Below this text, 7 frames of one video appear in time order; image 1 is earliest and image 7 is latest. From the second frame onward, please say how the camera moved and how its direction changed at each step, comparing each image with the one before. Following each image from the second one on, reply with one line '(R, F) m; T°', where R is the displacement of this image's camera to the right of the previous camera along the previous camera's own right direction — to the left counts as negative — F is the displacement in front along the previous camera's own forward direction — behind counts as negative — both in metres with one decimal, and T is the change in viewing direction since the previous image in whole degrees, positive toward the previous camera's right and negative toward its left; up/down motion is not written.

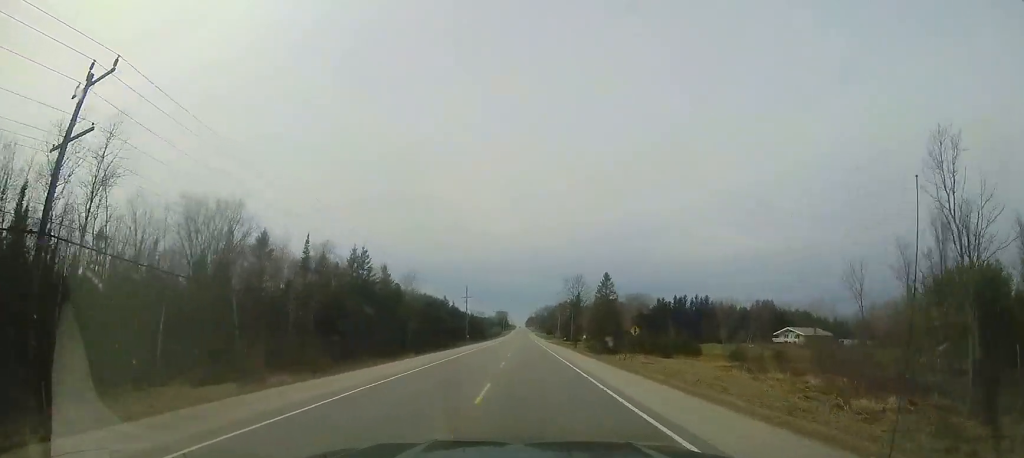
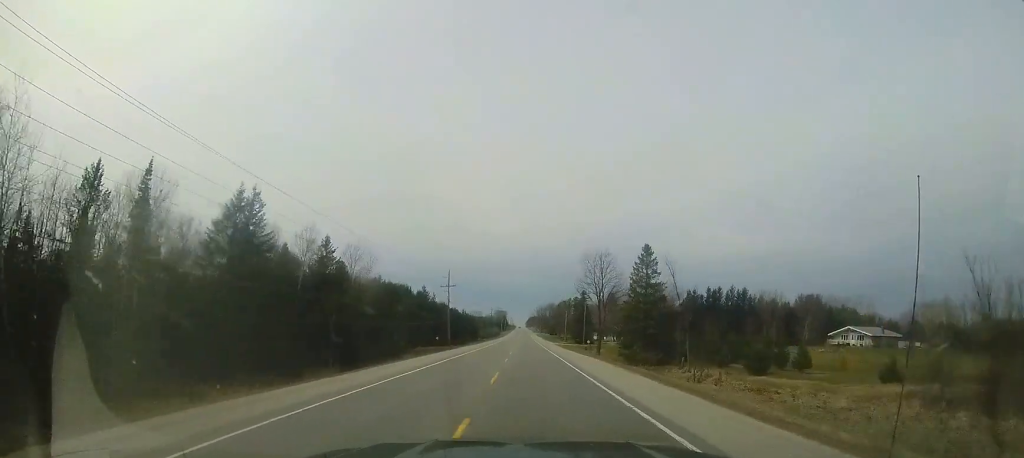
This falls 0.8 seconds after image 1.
(-0.4, +23.1) m; 0°
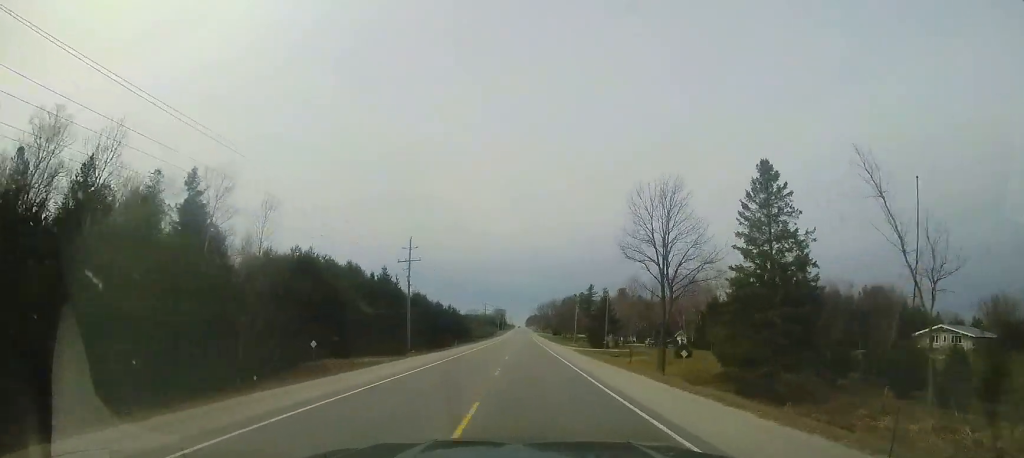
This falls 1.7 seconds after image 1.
(+0.2, +24.9) m; +1°
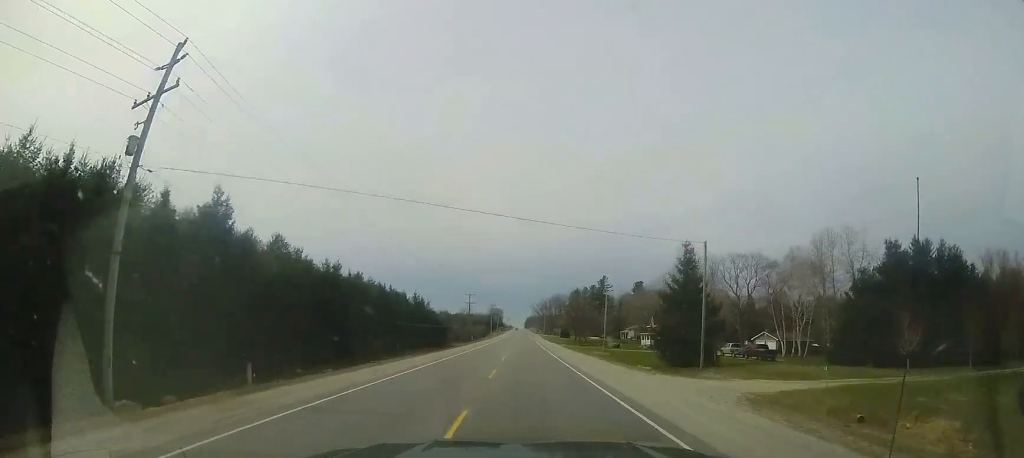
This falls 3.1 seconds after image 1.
(+0.3, +36.9) m; 0°
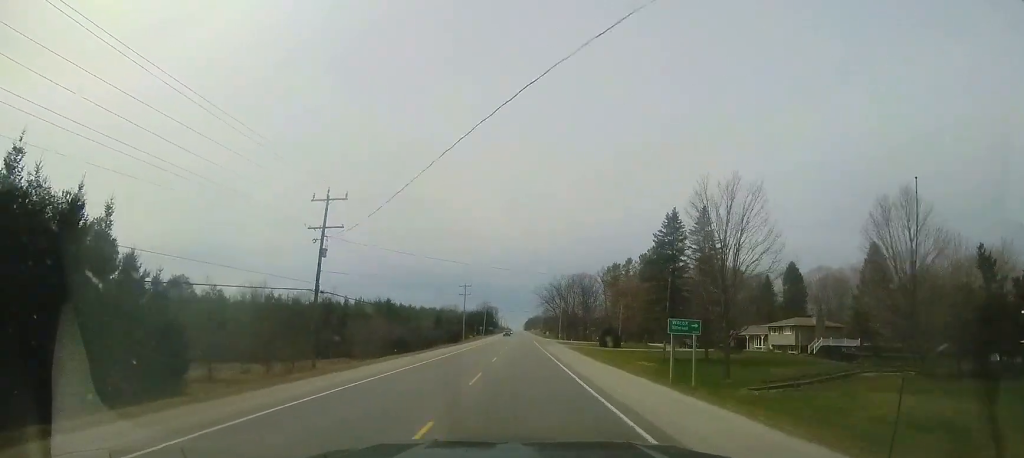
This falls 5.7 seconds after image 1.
(0.0, +73.3) m; 0°
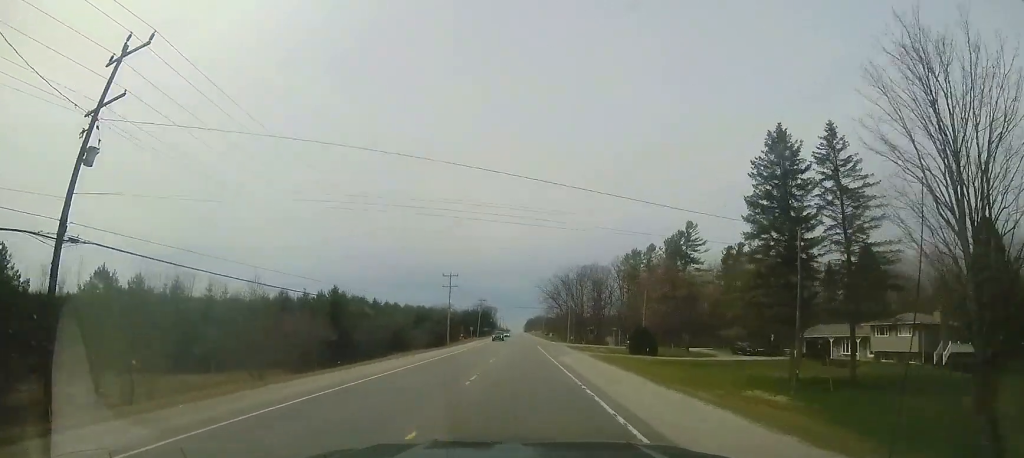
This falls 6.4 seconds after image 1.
(0.0, +18.1) m; 0°
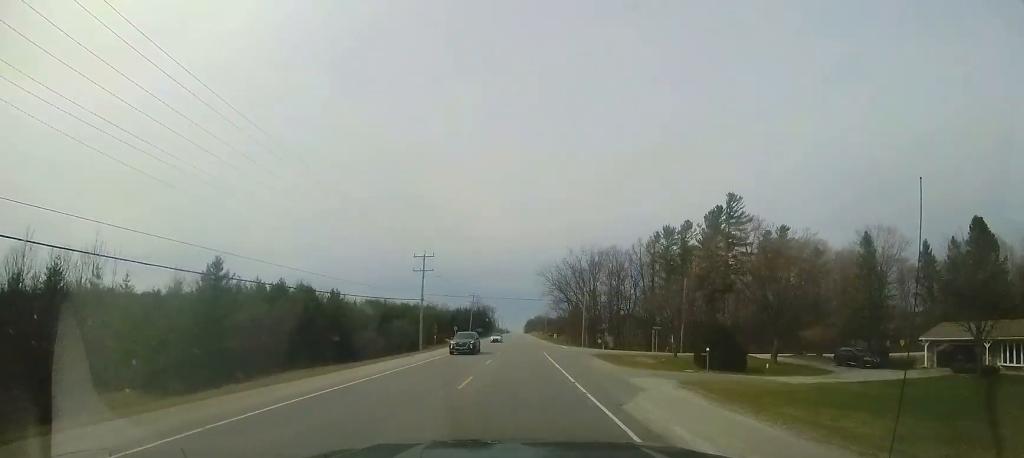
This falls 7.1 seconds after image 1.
(0.0, +18.9) m; 0°
